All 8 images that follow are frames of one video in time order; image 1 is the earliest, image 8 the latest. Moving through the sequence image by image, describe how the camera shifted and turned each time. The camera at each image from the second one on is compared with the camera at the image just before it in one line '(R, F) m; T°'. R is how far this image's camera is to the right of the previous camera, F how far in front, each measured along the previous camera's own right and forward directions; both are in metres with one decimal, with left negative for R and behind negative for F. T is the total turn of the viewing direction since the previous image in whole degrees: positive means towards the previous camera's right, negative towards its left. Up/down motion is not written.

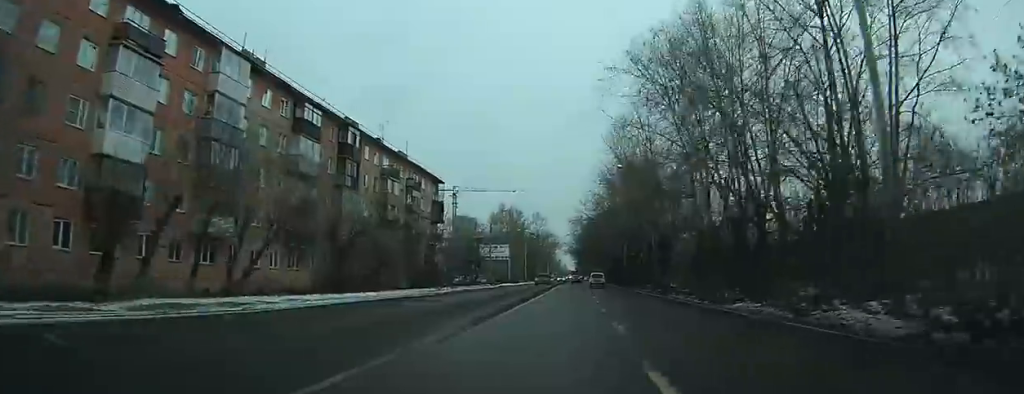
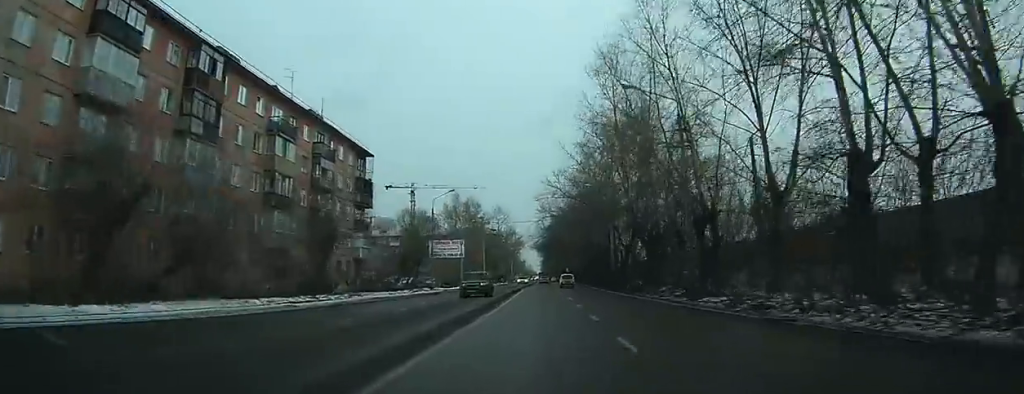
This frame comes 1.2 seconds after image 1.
(+0.7, +20.0) m; +4°
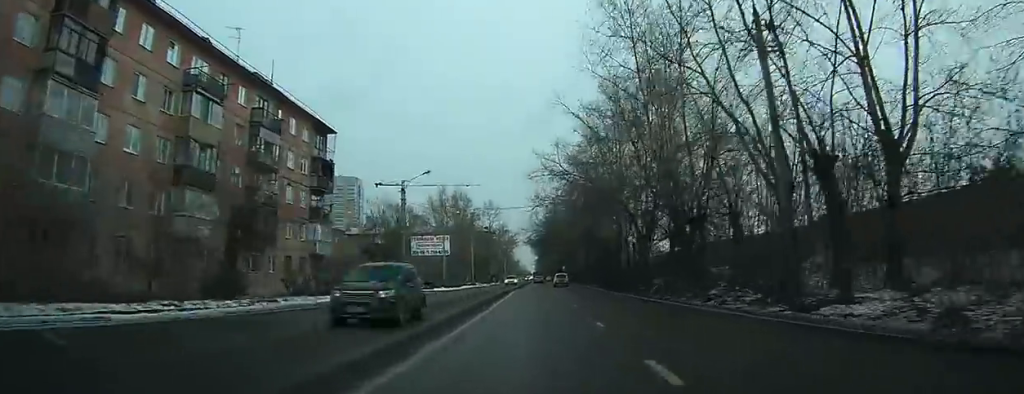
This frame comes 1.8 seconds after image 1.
(+0.2, +11.0) m; +1°
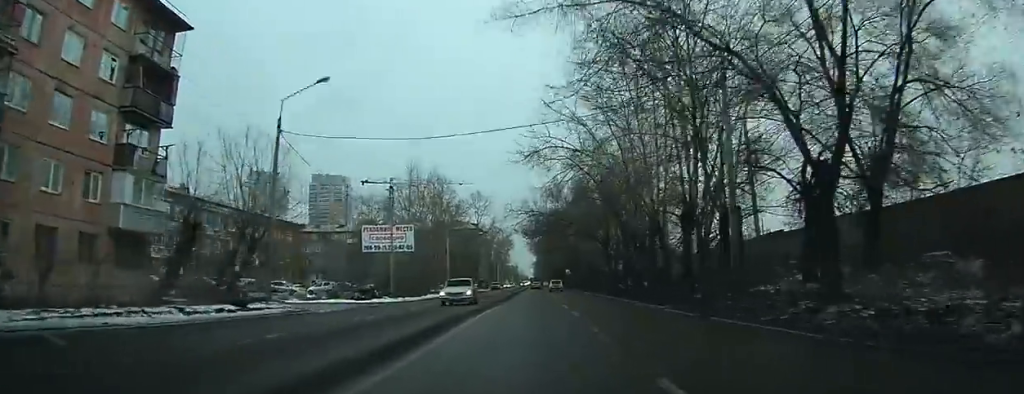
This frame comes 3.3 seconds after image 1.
(+0.5, +25.6) m; +1°
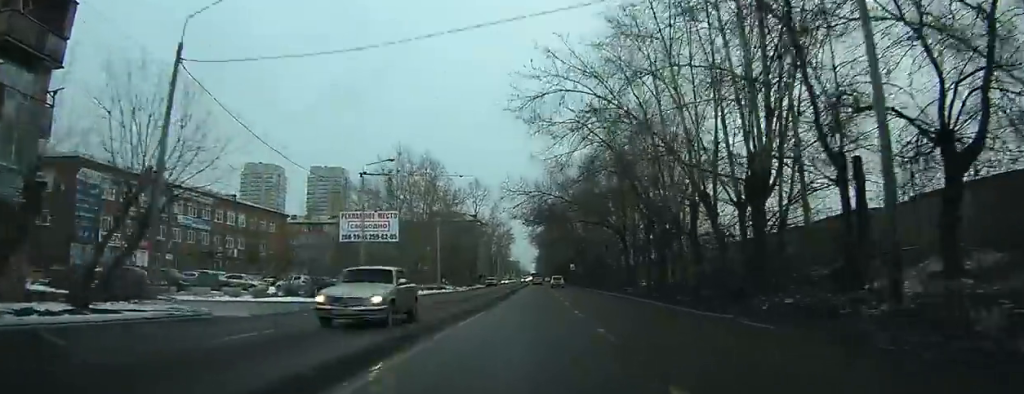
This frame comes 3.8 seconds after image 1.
(0.0, +8.8) m; 0°
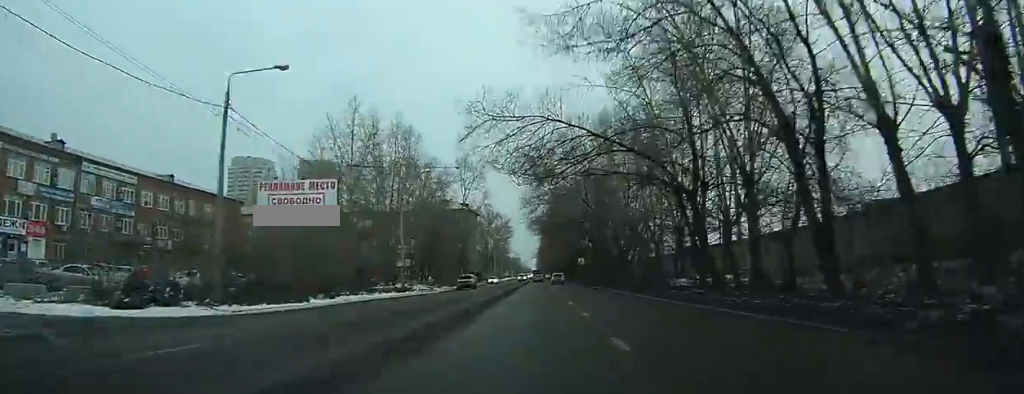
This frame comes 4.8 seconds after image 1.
(0.0, +18.9) m; 0°
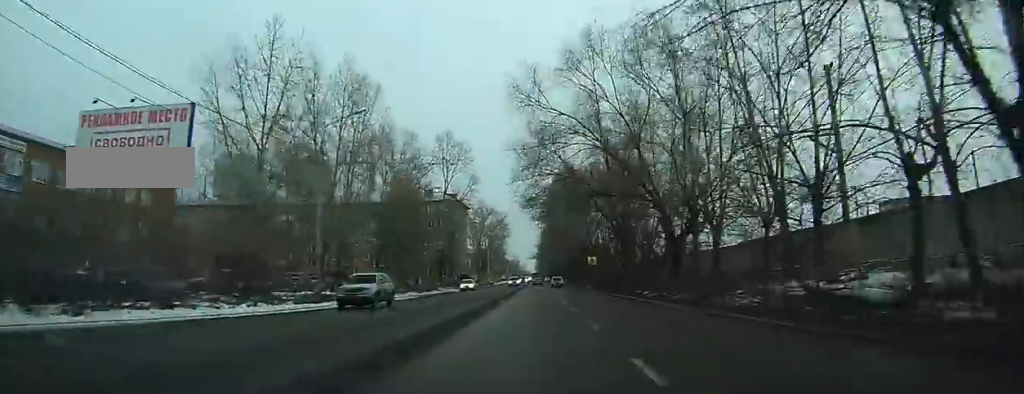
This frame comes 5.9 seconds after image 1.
(-0.1, +18.9) m; -1°
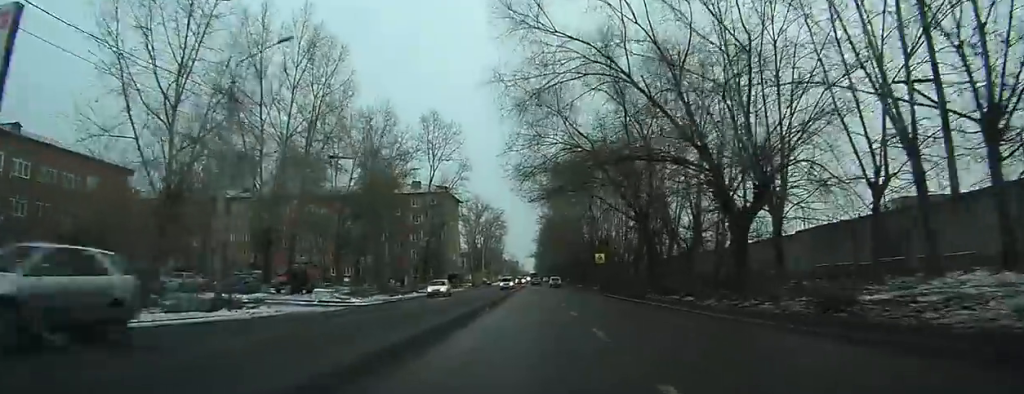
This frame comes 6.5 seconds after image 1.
(-0.1, +10.0) m; 0°
